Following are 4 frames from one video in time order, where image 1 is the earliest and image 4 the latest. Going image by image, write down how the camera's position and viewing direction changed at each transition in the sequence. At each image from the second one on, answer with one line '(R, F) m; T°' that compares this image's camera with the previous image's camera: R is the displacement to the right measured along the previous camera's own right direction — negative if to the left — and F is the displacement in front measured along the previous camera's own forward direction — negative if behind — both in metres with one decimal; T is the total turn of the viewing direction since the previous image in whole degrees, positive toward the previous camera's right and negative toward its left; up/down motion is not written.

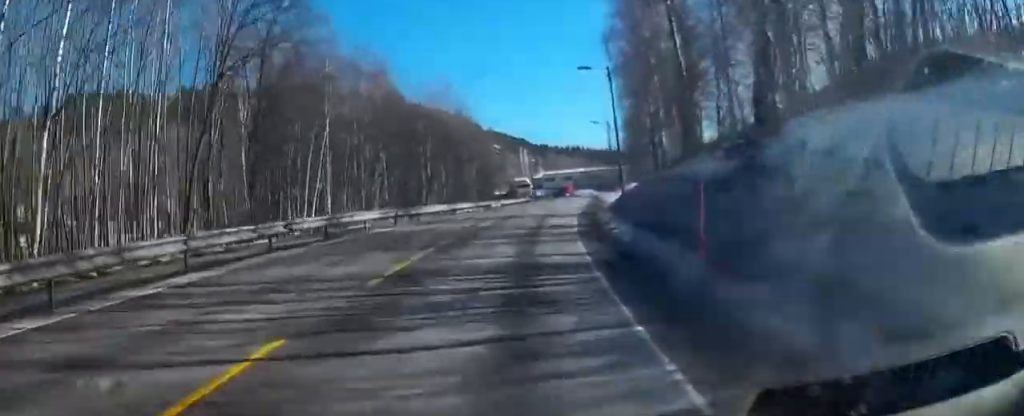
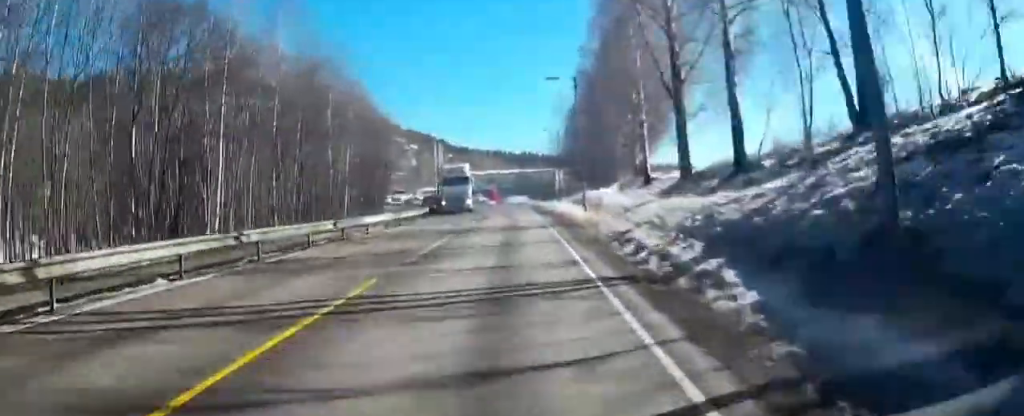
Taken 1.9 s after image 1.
(+1.3, +31.8) m; +5°
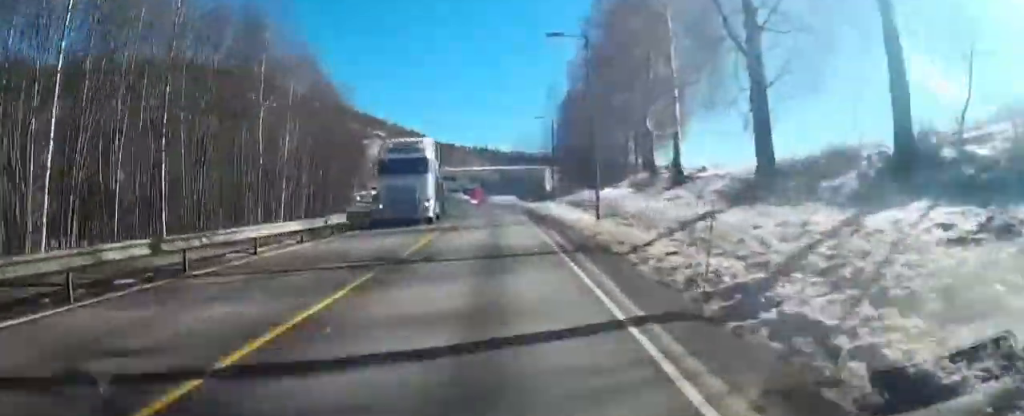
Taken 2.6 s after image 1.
(+0.2, +11.8) m; +2°
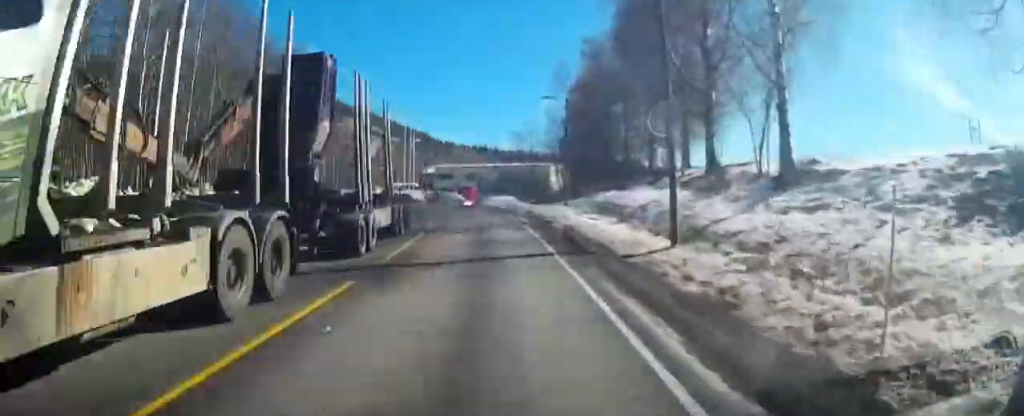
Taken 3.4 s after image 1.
(+0.4, +13.5) m; 0°
